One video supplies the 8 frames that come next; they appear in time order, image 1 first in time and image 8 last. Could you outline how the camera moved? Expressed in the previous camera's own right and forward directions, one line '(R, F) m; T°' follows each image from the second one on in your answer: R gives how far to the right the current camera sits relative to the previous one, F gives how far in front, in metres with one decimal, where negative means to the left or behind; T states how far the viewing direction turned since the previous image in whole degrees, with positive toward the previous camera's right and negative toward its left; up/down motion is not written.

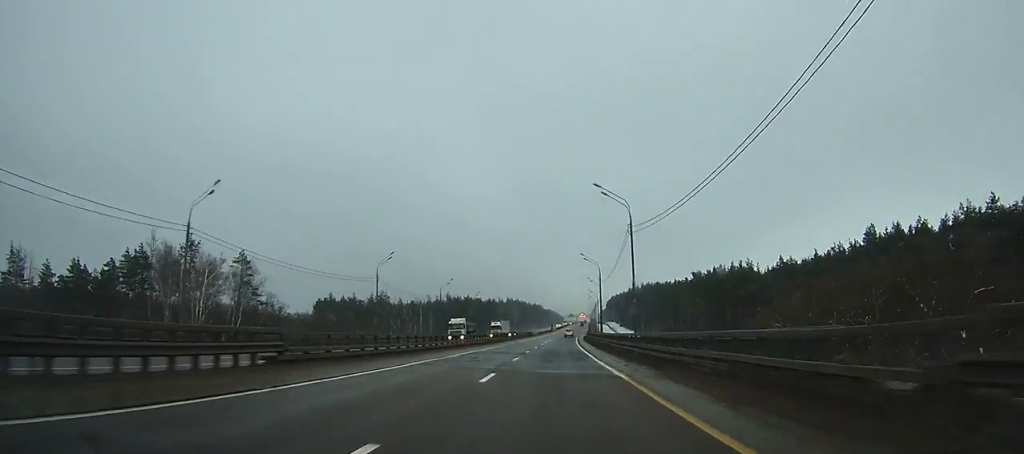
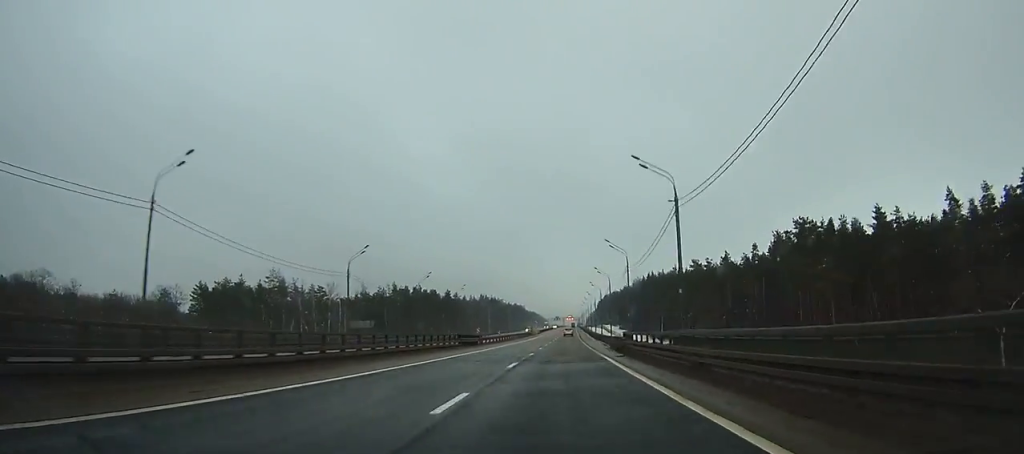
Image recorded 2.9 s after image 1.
(+1.2, +77.6) m; +2°
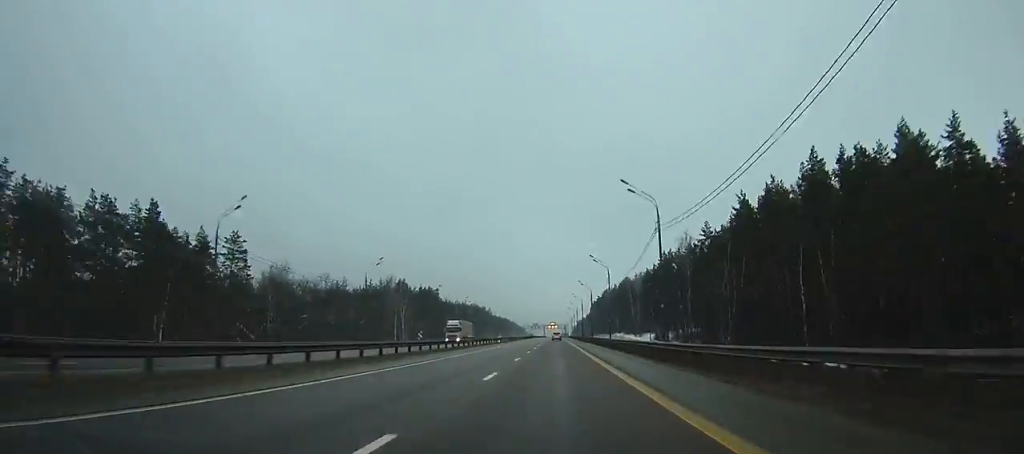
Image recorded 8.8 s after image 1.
(+3.3, +154.8) m; +2°
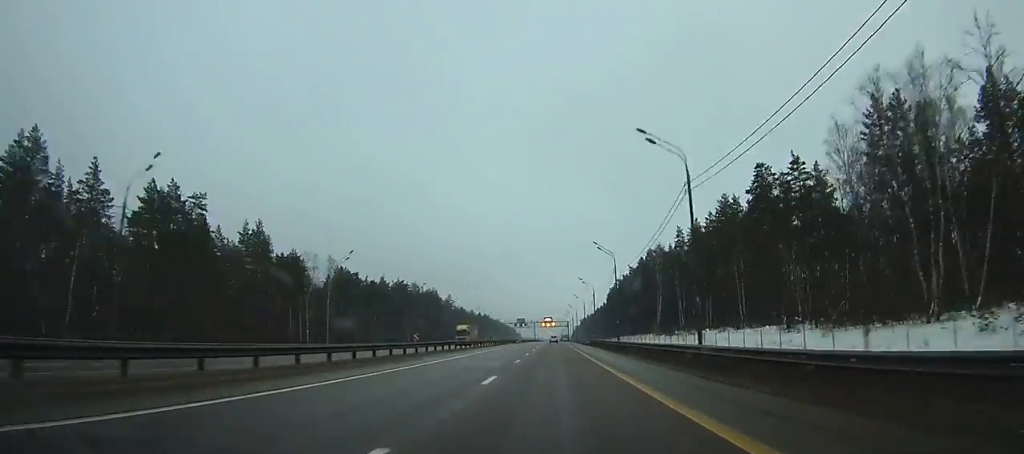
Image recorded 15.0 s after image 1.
(-0.1, +156.4) m; 0°
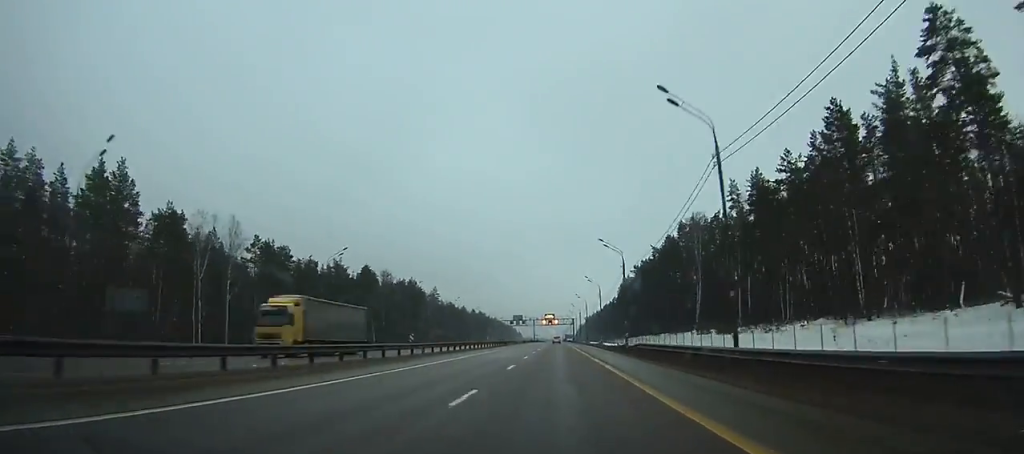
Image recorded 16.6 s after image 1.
(0.0, +39.7) m; 0°
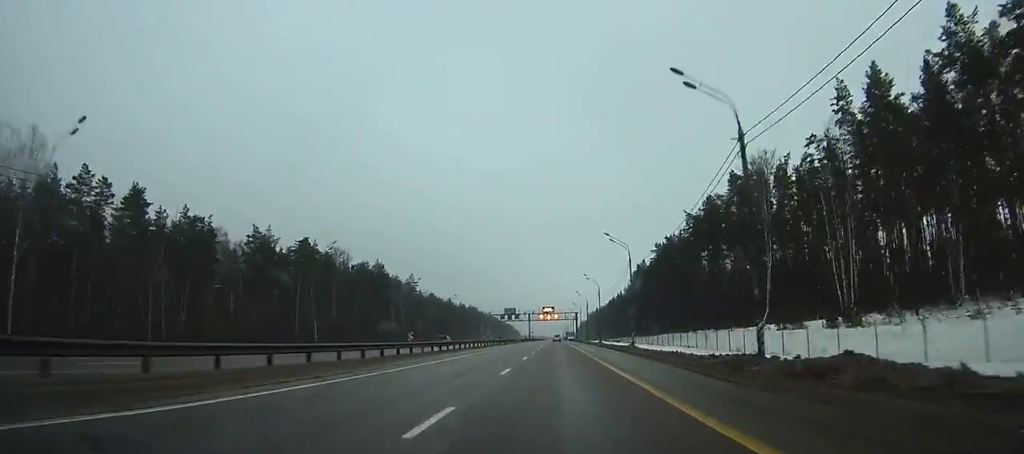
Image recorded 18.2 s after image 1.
(0.0, +39.6) m; 0°
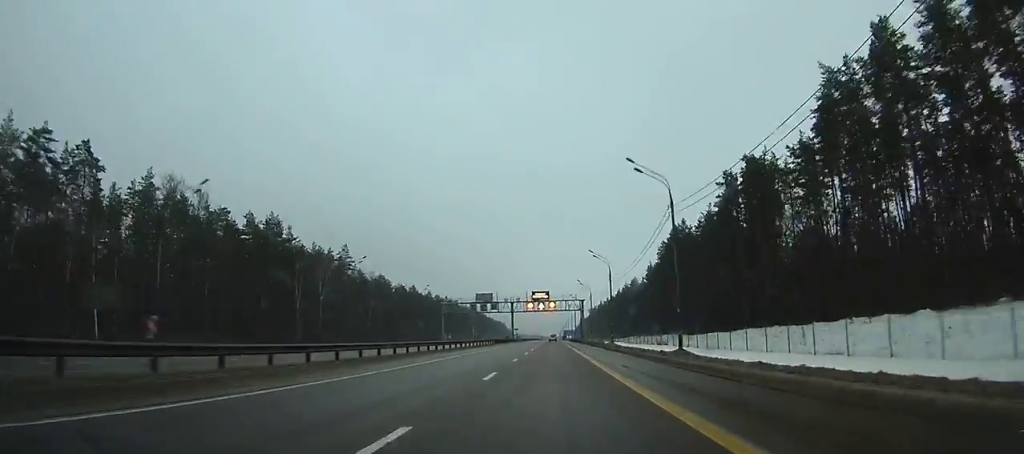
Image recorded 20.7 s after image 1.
(+0.1, +61.9) m; 0°
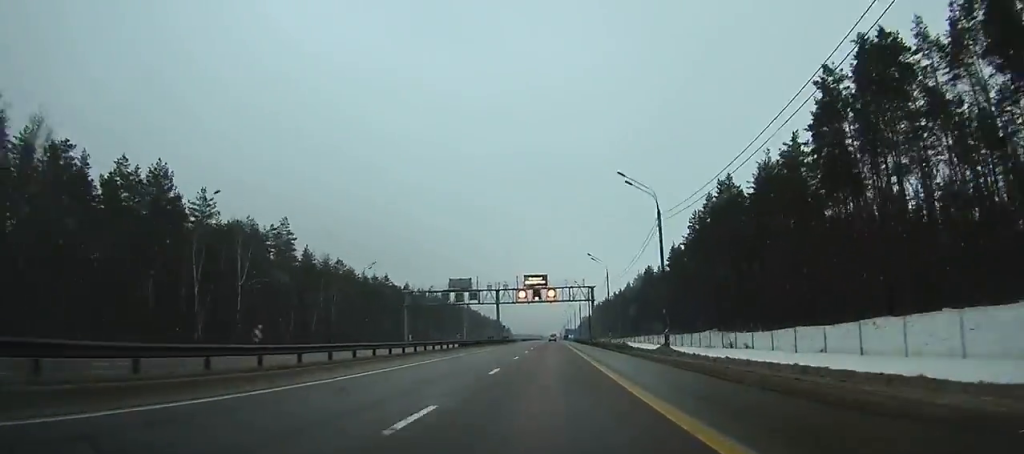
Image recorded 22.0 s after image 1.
(0.0, +32.3) m; 0°
